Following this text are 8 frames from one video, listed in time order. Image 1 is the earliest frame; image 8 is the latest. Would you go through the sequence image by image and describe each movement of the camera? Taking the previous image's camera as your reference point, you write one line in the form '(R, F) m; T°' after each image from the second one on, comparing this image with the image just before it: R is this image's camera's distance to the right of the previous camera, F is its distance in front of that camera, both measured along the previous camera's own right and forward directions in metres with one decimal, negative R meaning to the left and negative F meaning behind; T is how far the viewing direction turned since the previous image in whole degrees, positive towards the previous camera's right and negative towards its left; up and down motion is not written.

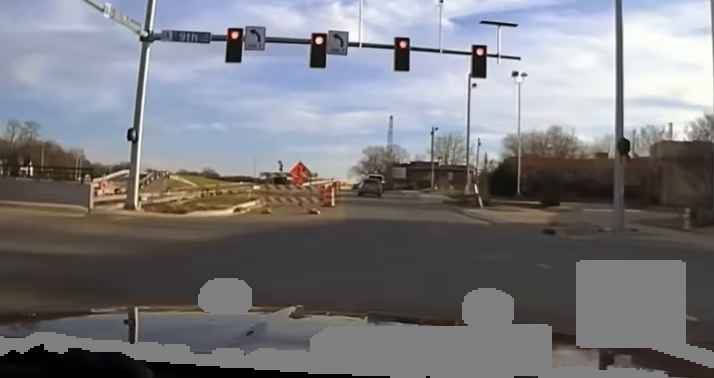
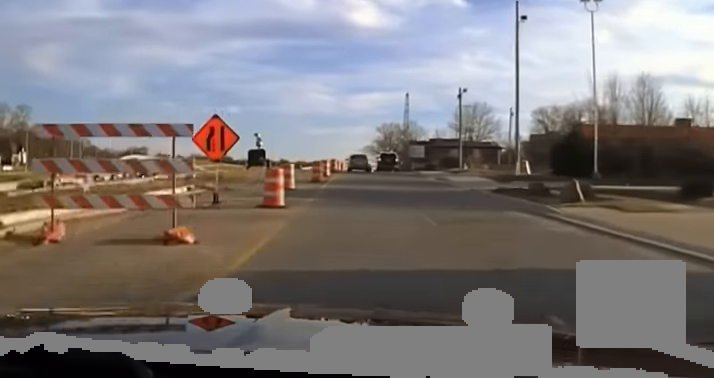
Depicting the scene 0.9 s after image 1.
(+0.3, +21.0) m; 0°
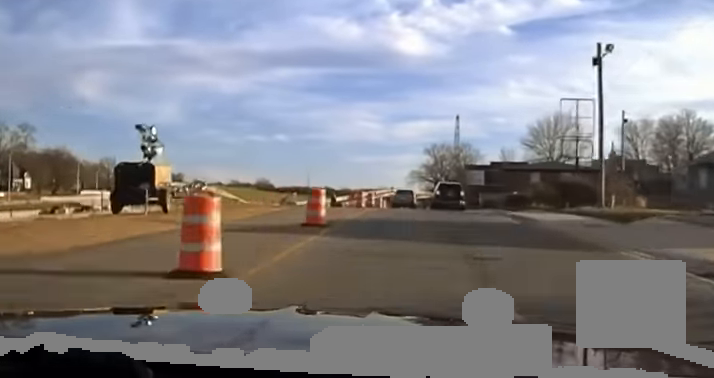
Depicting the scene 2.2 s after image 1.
(-0.4, +29.5) m; -2°
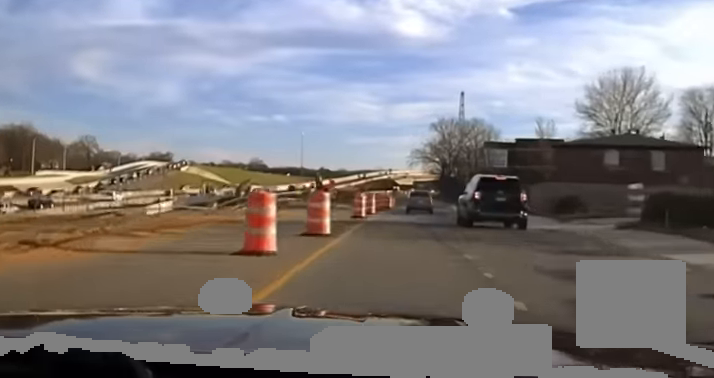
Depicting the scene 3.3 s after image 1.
(-0.3, +27.1) m; -1°
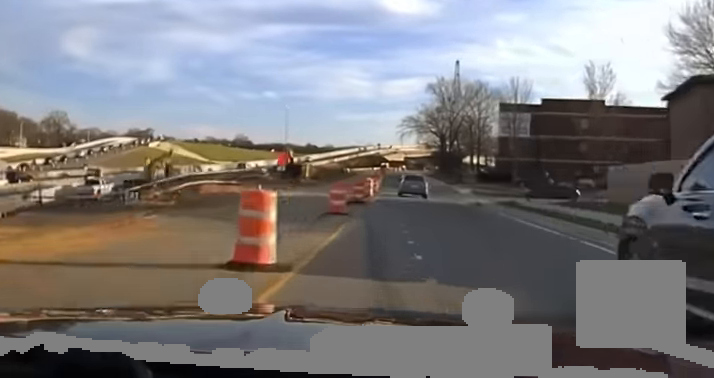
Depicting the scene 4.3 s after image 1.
(0.0, +25.8) m; 0°
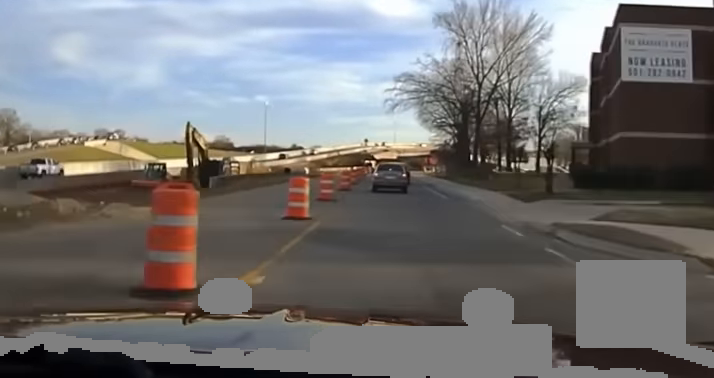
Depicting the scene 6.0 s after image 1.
(-0.1, +52.5) m; 0°
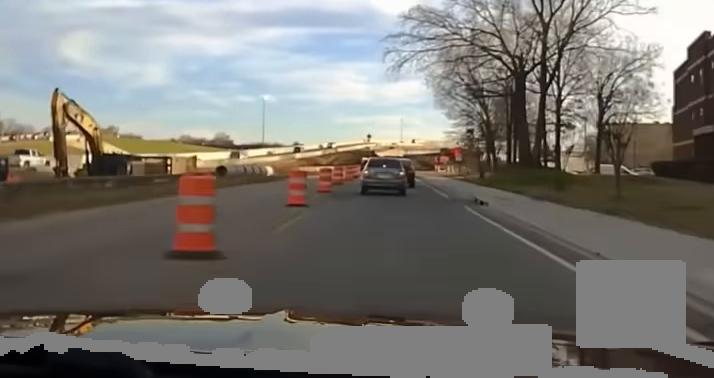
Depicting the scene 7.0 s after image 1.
(-0.2, +30.7) m; -1°
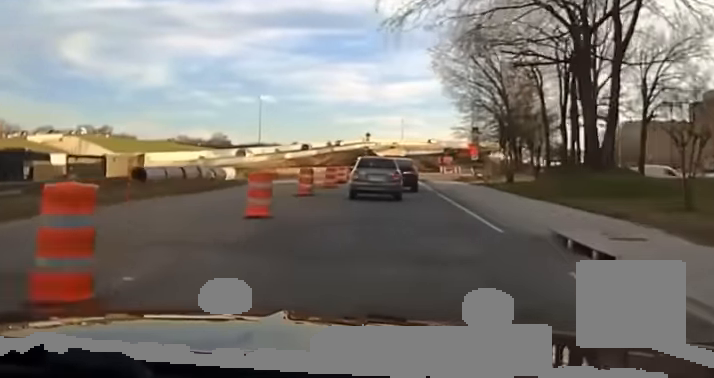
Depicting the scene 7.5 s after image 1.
(-0.1, +15.6) m; 0°
